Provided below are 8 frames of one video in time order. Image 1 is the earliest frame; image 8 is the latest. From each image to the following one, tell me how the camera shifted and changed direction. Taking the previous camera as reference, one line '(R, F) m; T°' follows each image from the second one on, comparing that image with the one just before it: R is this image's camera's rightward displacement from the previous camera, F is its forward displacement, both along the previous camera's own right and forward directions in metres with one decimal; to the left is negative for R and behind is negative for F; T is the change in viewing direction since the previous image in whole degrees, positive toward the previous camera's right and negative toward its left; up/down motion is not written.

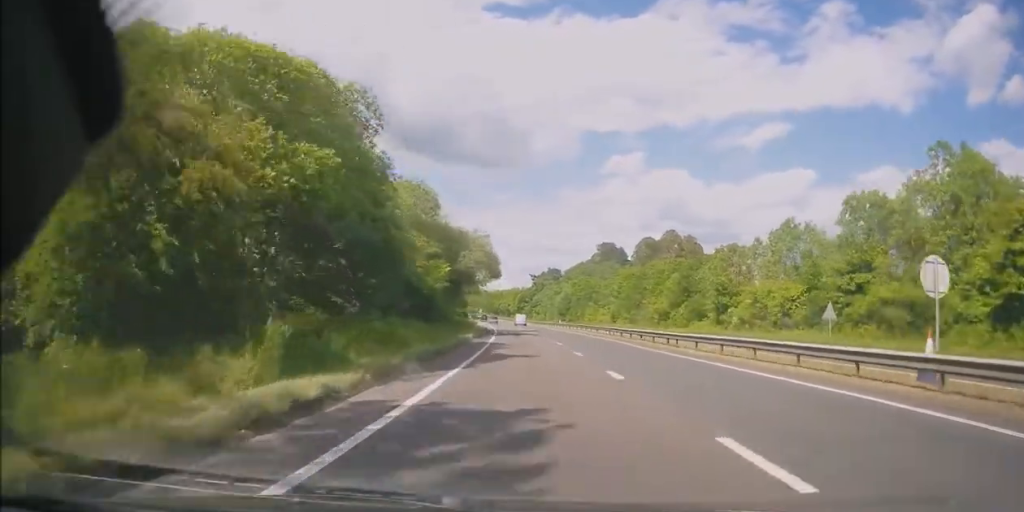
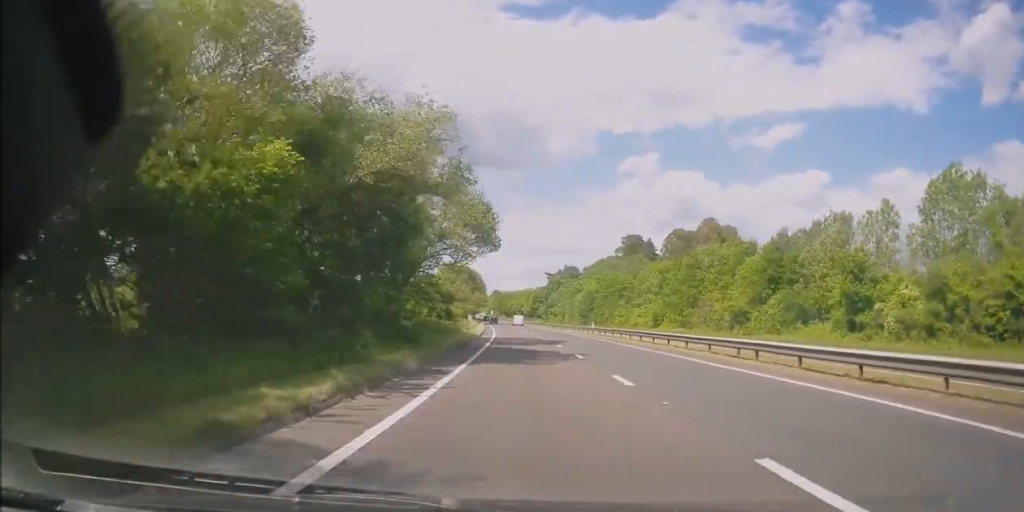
(-0.2, +27.3) m; -2°
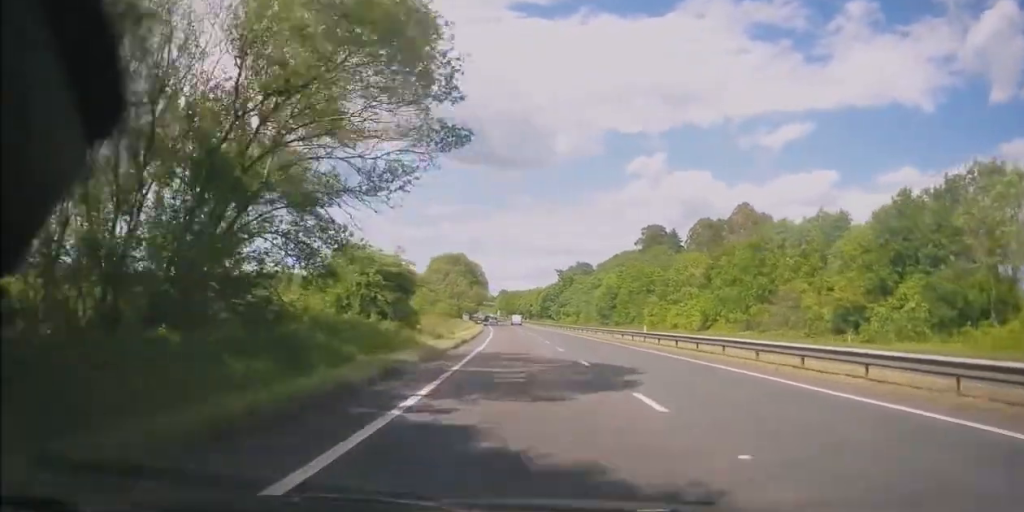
(-0.4, +21.3) m; -1°
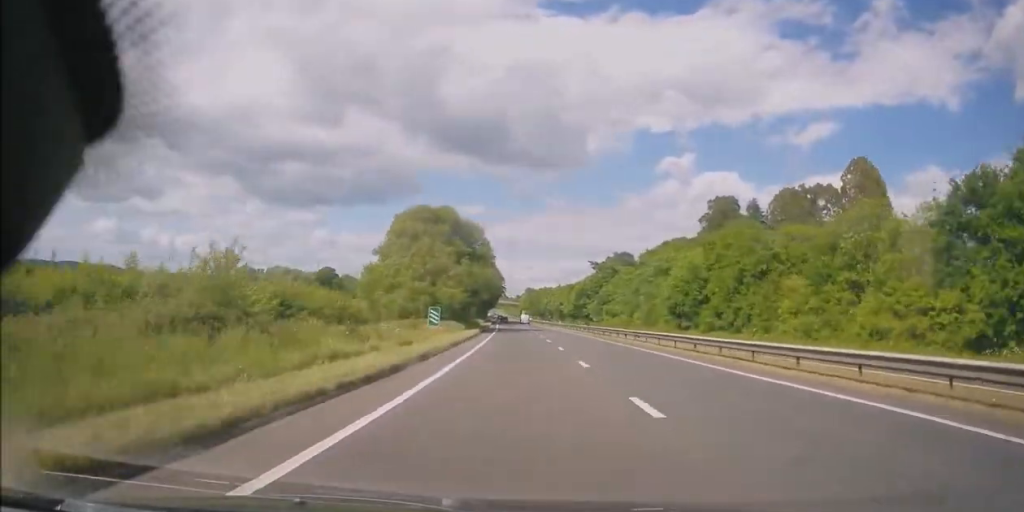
(-0.8, +44.8) m; -2°
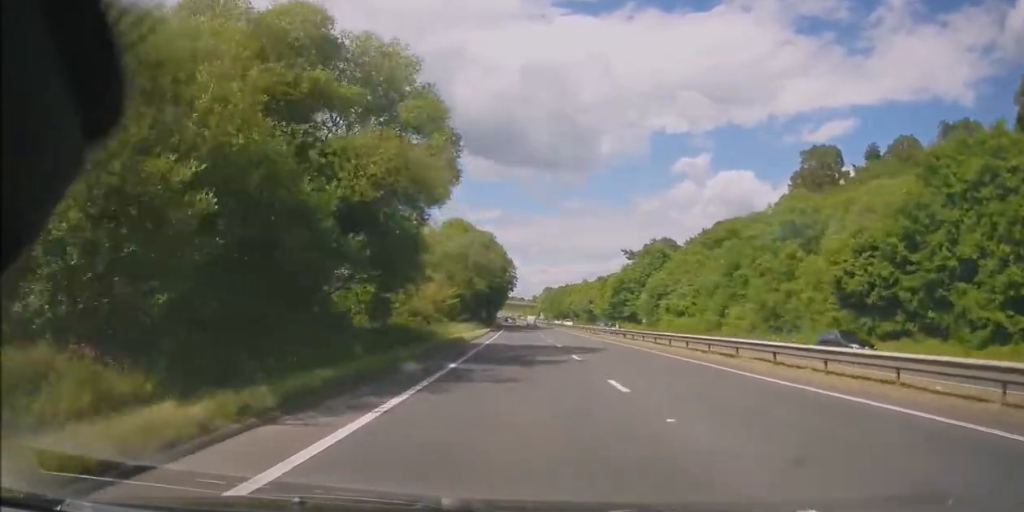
(-1.1, +43.2) m; -2°
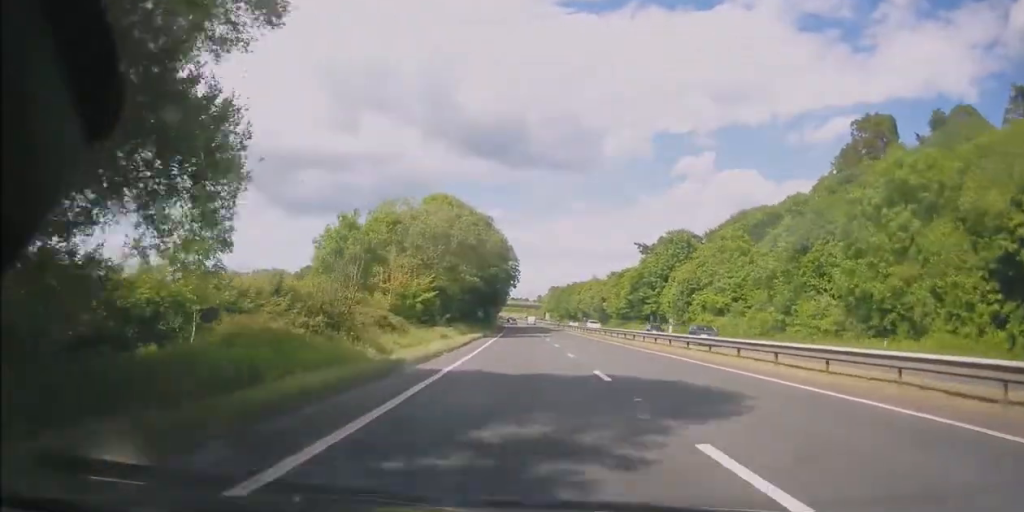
(0.0, +16.2) m; 0°
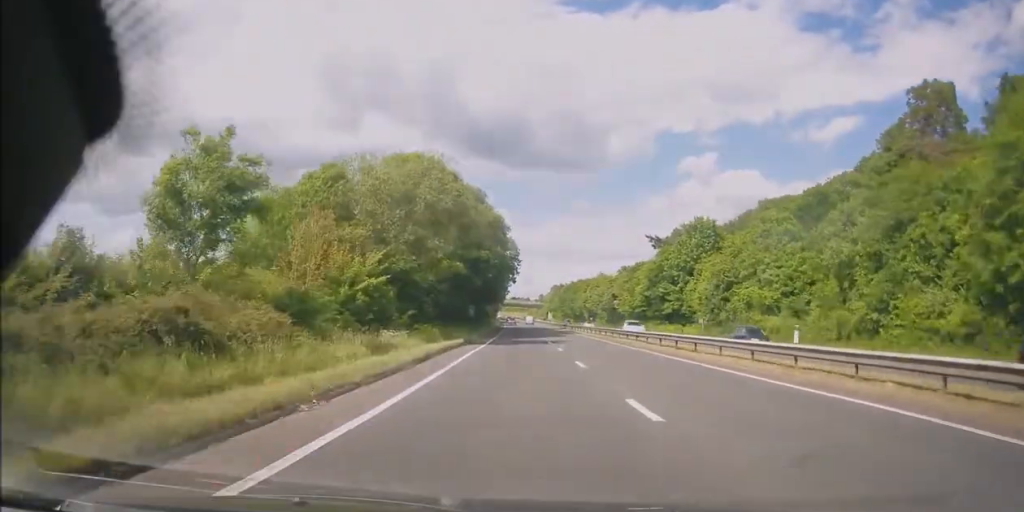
(0.0, +14.5) m; 0°
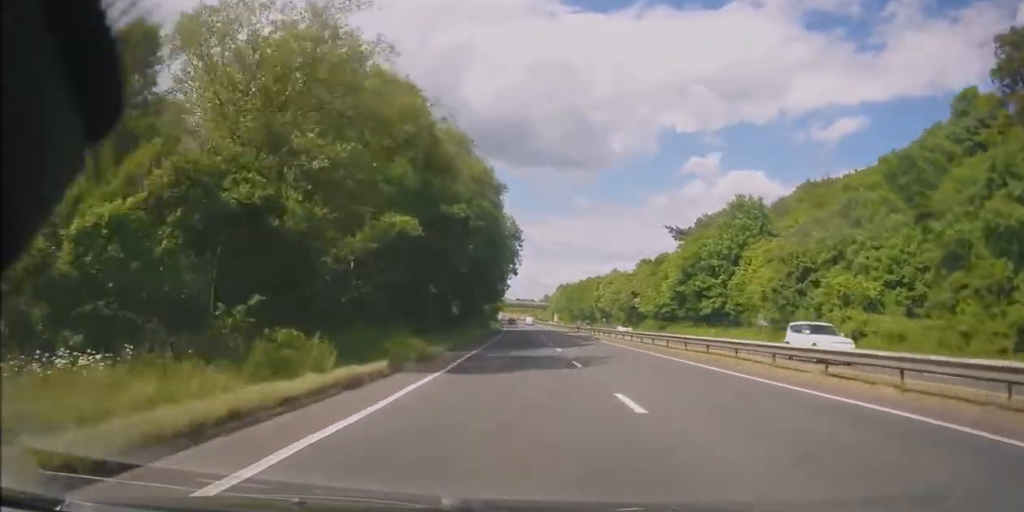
(-0.2, +17.9) m; 0°
